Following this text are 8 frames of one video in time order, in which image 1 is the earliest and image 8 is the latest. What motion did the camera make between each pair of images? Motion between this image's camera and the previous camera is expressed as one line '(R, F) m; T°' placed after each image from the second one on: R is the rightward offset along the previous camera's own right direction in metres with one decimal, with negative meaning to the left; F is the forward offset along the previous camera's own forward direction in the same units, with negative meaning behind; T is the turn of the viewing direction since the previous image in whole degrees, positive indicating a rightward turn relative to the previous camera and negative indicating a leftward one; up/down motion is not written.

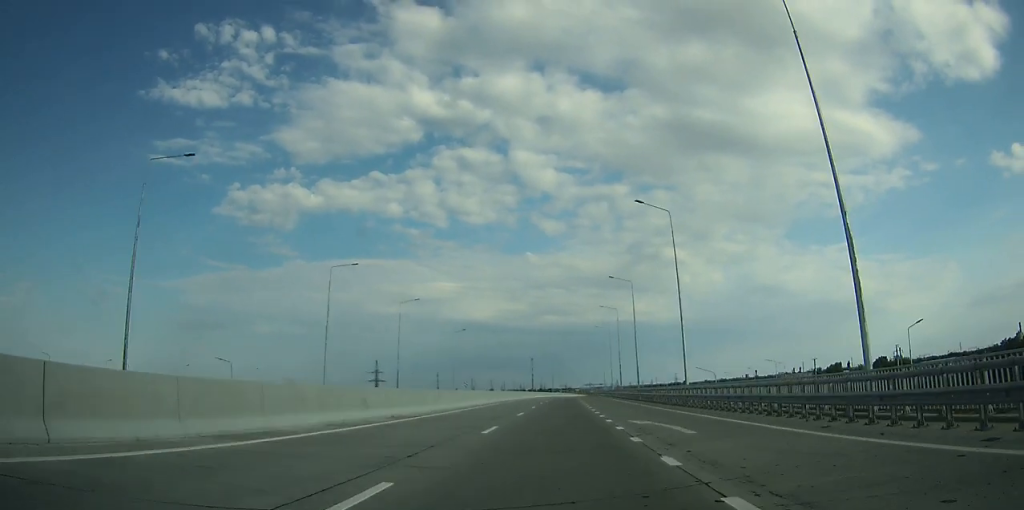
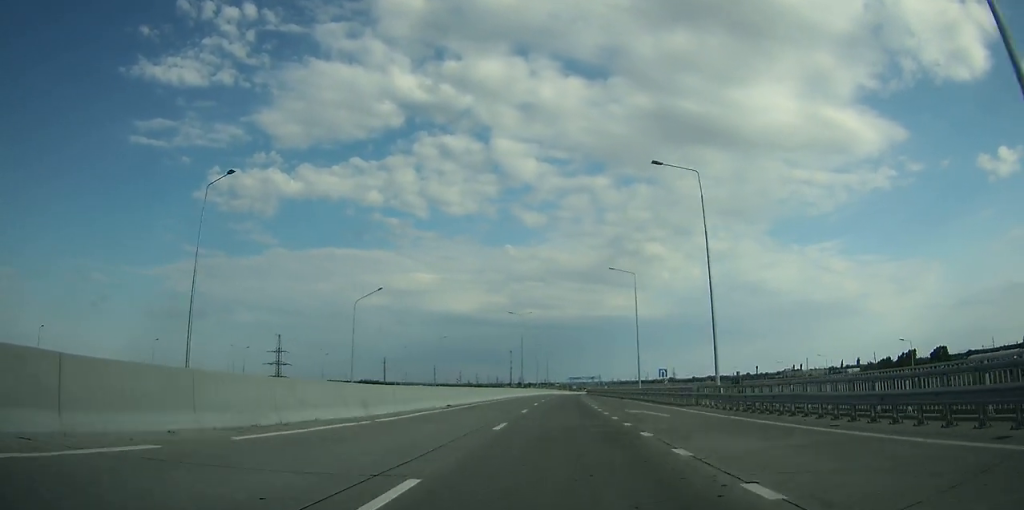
(+1.4, +85.4) m; +2°
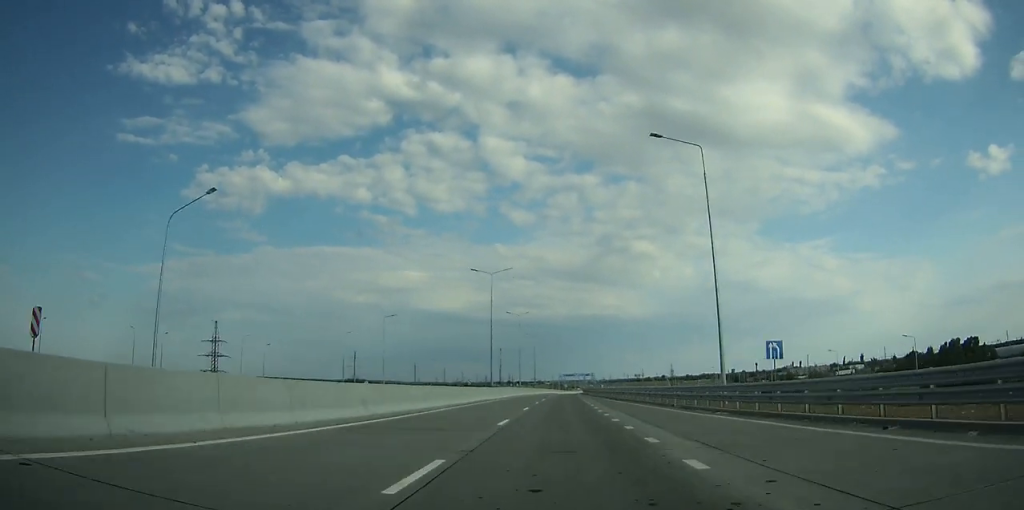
(+0.5, +33.5) m; +1°
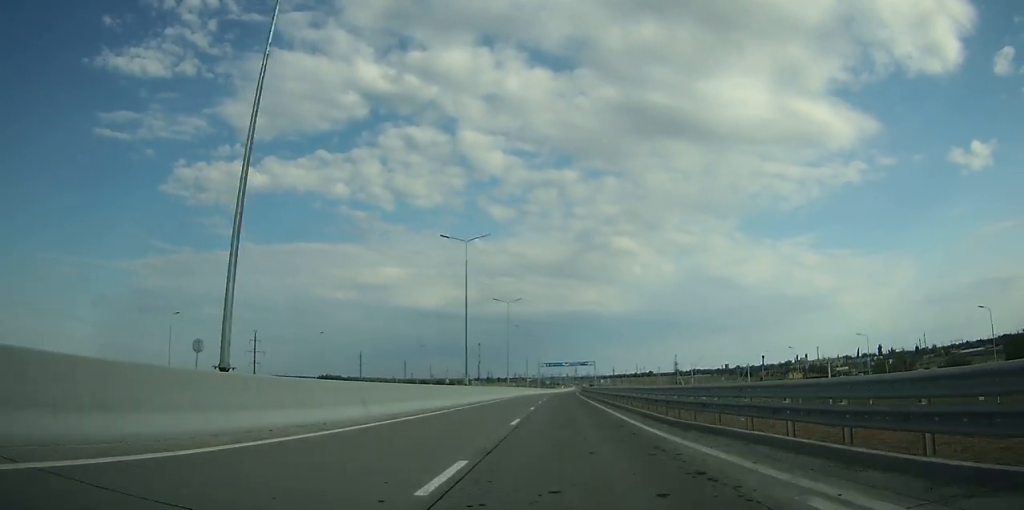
(+1.5, +82.4) m; +2°
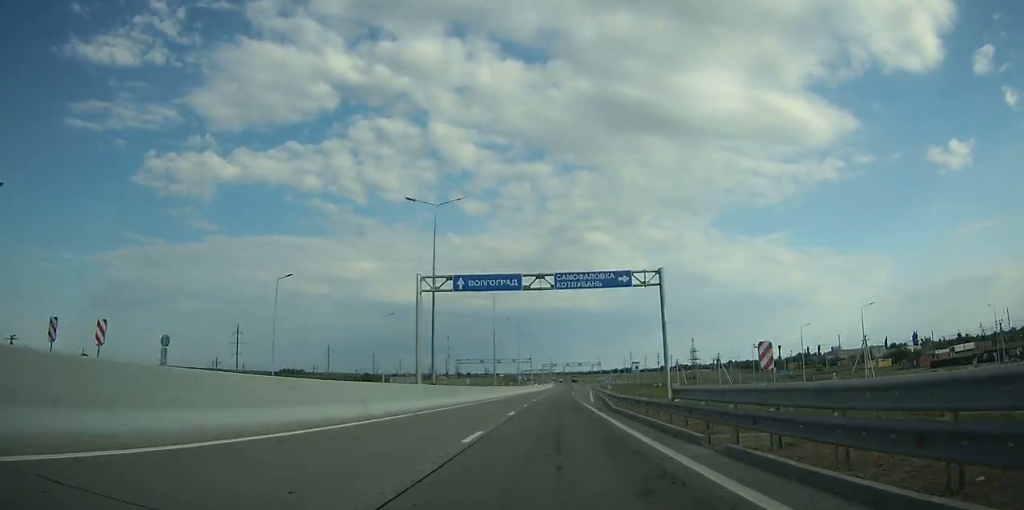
(+2.1, +111.0) m; +2°
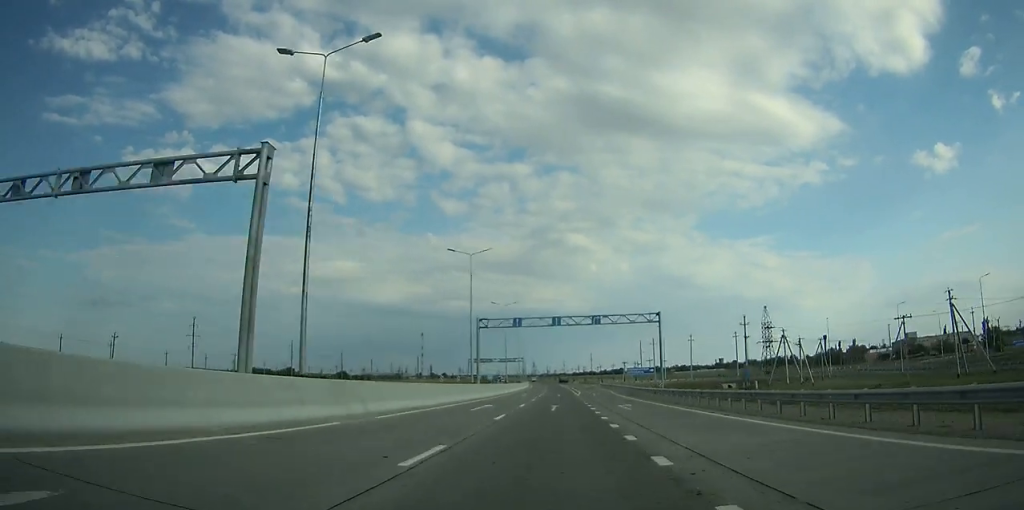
(+2.0, +126.0) m; +1°
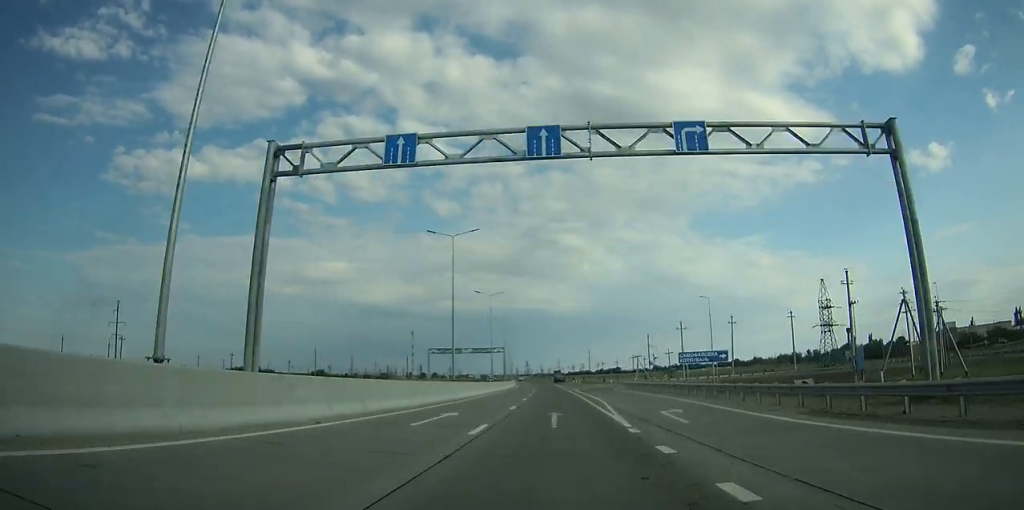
(+0.2, +43.5) m; 0°
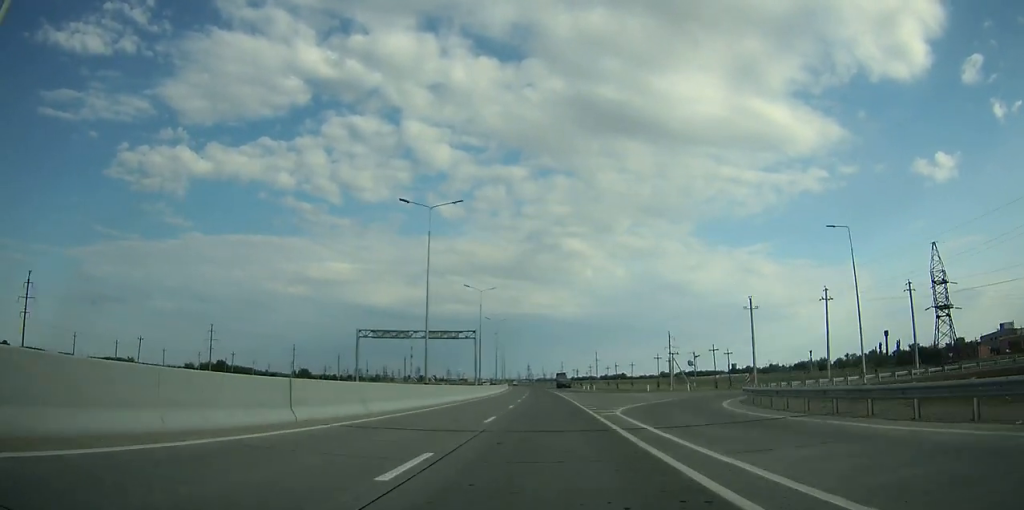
(-0.2, +42.1) m; -1°
